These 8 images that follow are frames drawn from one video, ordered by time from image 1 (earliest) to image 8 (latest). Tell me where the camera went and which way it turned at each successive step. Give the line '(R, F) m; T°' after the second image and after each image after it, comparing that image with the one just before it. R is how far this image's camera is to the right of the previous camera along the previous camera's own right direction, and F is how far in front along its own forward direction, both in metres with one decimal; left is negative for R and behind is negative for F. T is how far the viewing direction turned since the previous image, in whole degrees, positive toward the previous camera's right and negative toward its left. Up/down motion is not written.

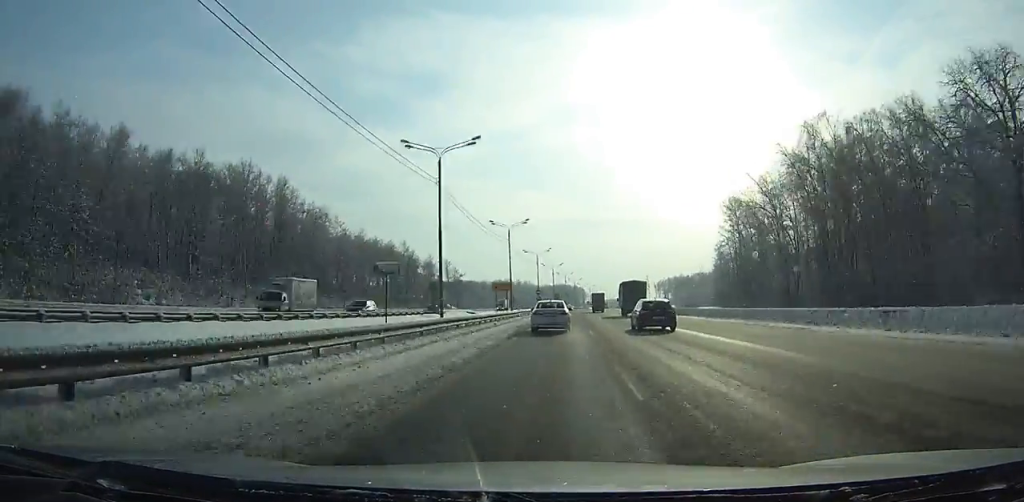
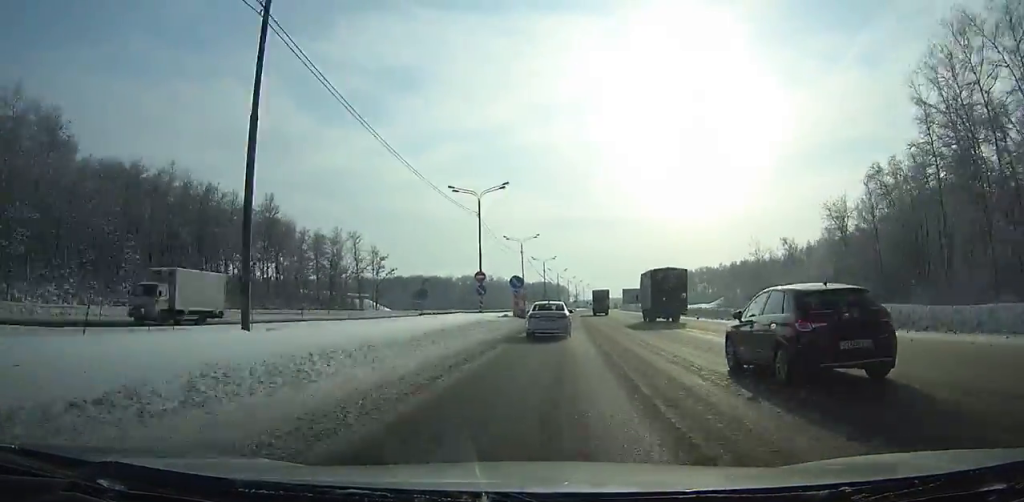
(+0.8, +71.4) m; +2°
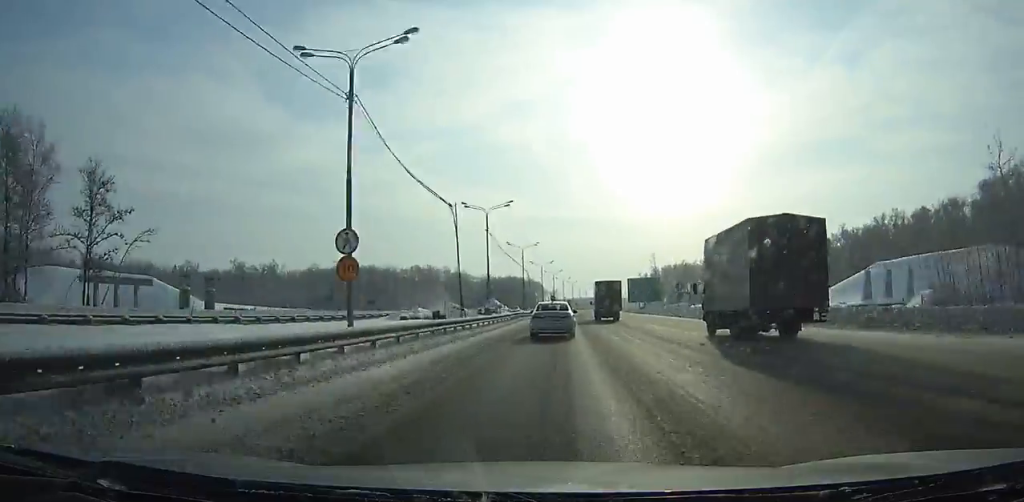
(+1.9, +80.2) m; +2°
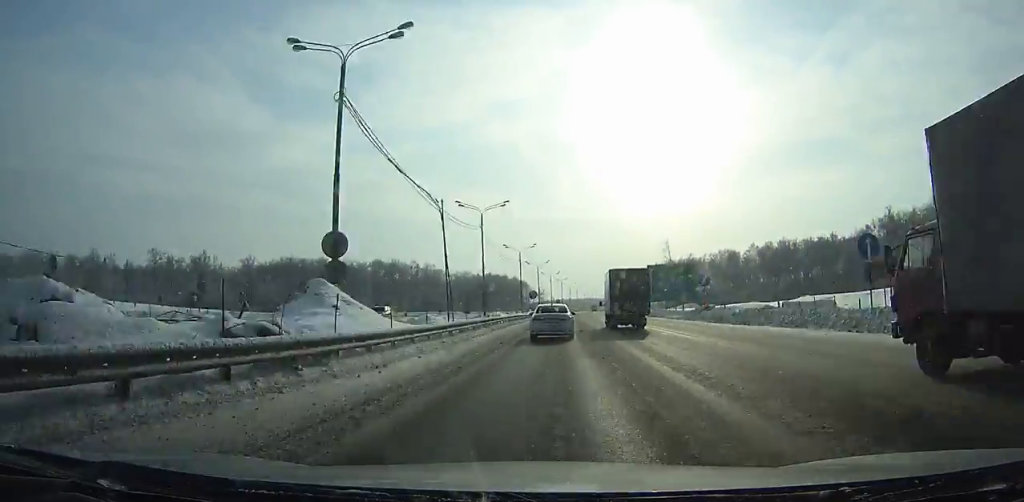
(+0.5, +45.9) m; +1°
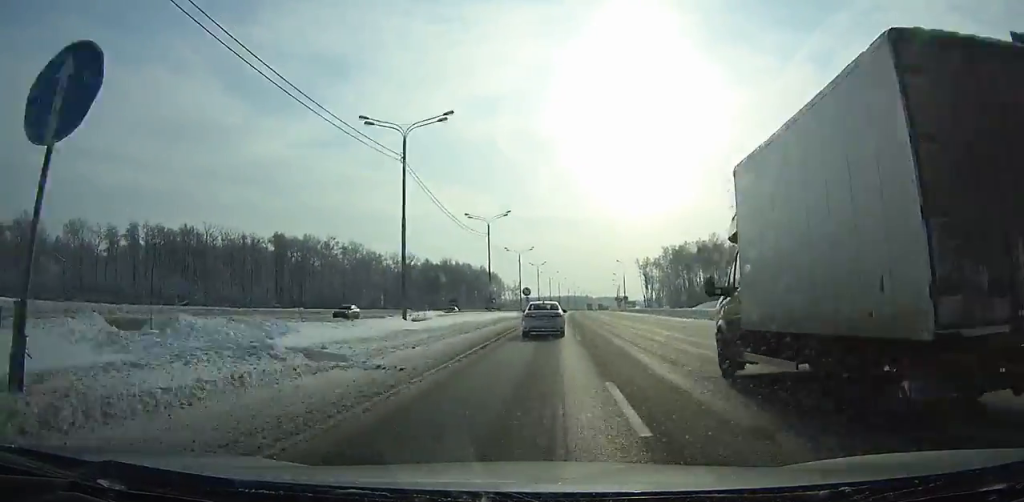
(+1.1, +78.7) m; +2°
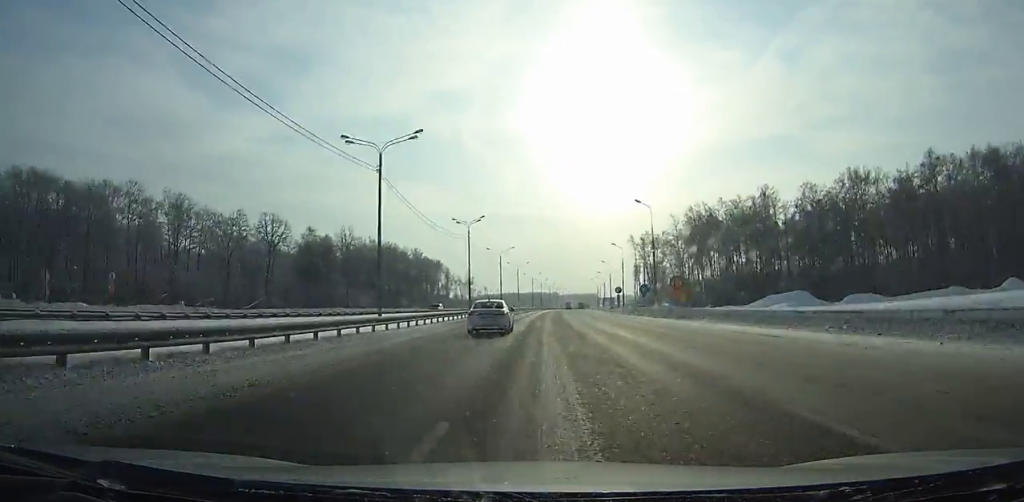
(+2.1, +82.0) m; +2°
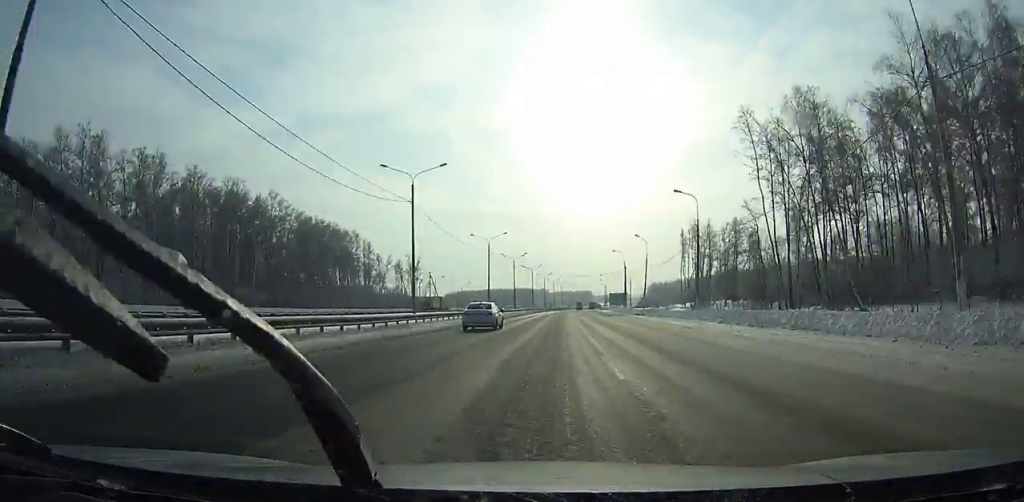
(+2.0, +119.5) m; +2°
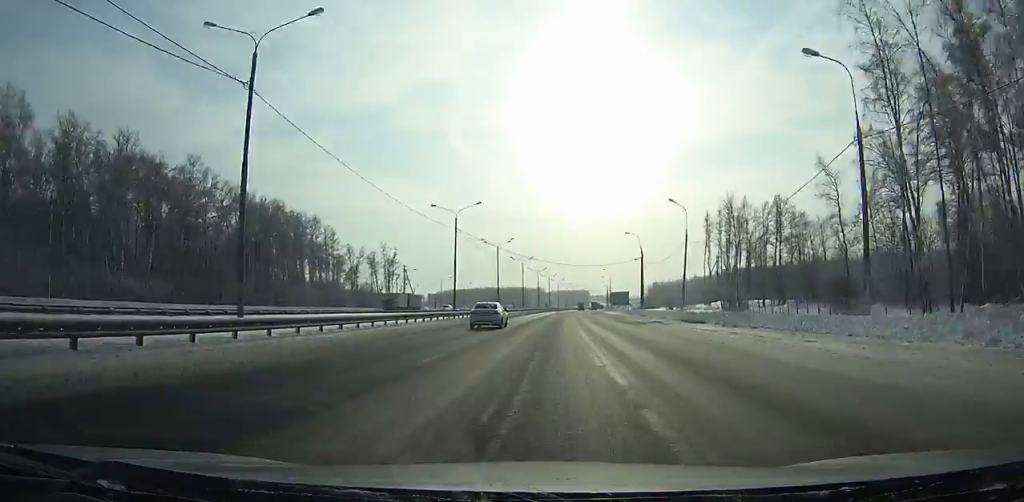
(+0.1, +30.4) m; 0°
